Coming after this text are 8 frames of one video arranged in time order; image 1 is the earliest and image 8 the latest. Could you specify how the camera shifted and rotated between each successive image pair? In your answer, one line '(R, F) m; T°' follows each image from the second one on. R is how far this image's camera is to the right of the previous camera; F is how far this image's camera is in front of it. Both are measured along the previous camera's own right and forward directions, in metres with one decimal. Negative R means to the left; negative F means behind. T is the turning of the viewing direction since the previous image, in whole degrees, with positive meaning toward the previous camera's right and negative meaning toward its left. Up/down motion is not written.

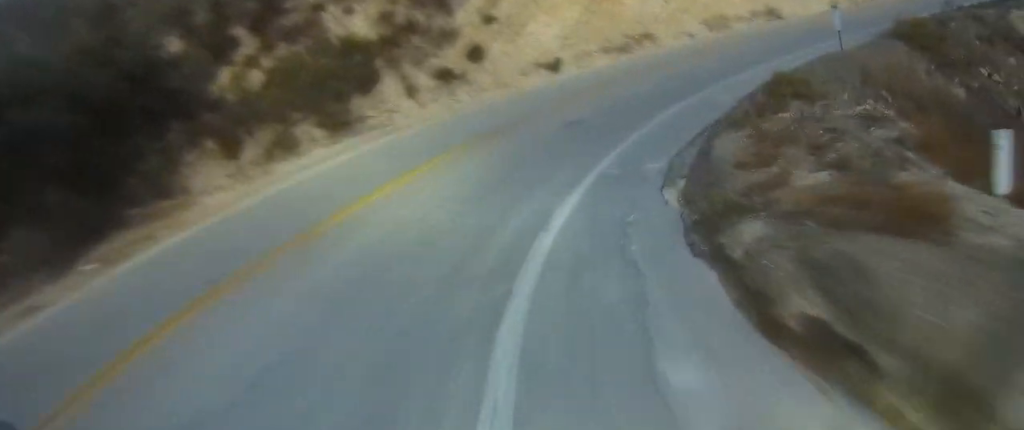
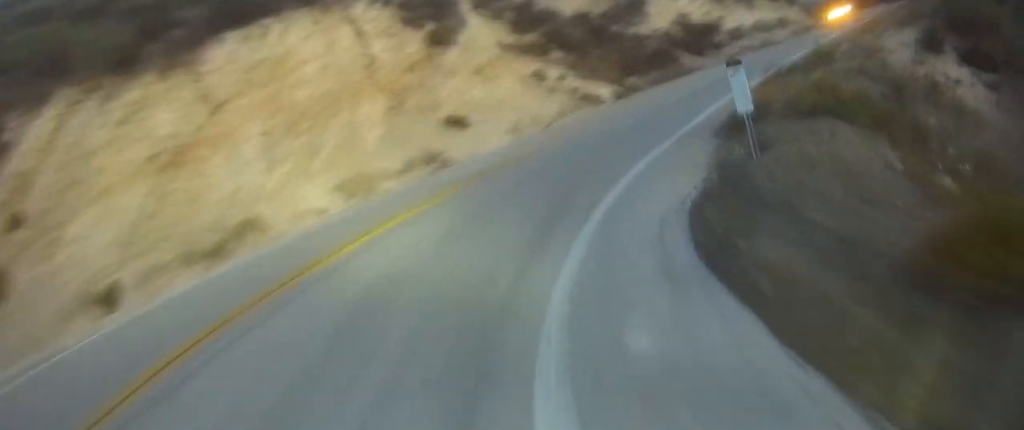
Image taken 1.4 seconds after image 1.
(+3.7, +9.4) m; +42°
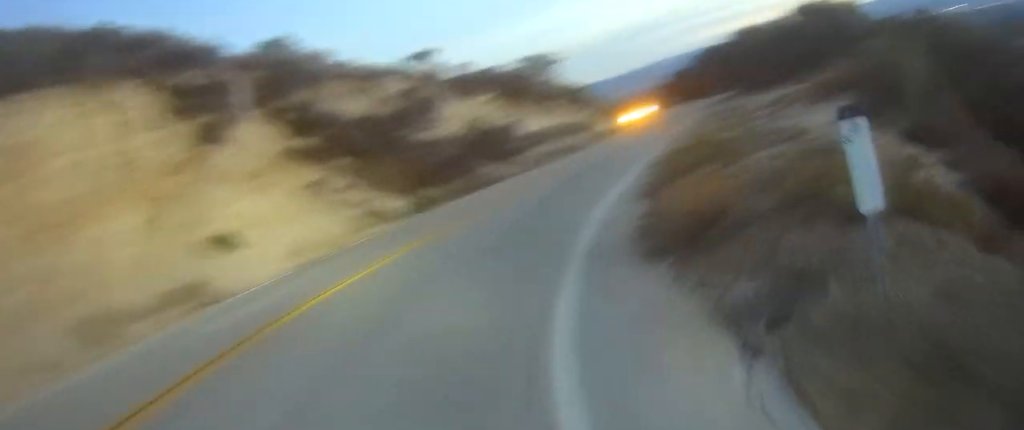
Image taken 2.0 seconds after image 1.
(+0.6, +4.8) m; +8°
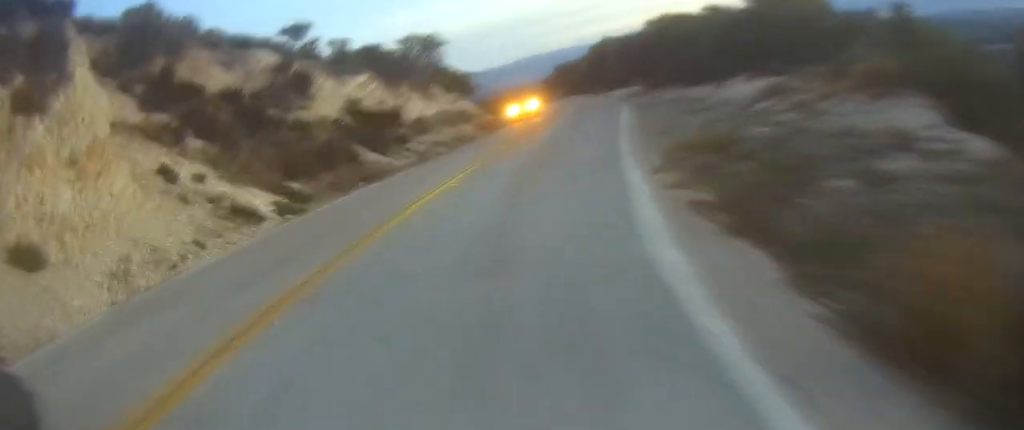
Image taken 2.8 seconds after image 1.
(+0.5, +5.9) m; +8°
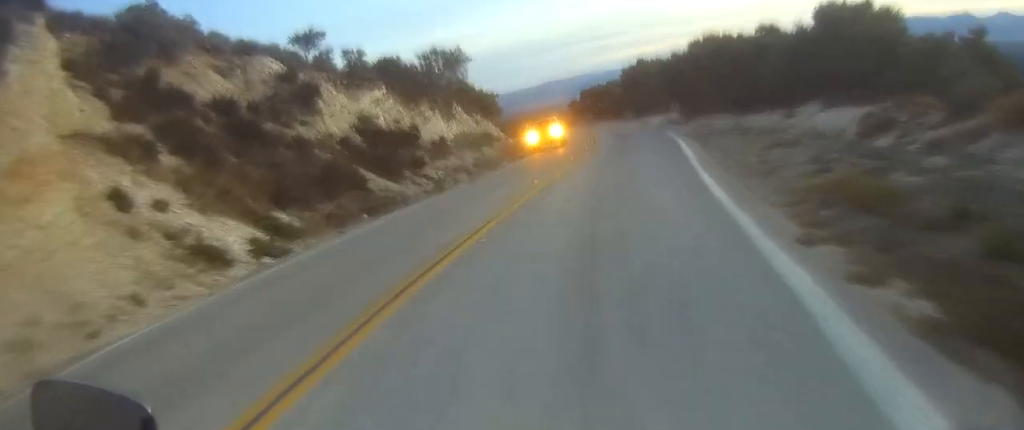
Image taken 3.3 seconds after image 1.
(+0.2, +3.9) m; +4°
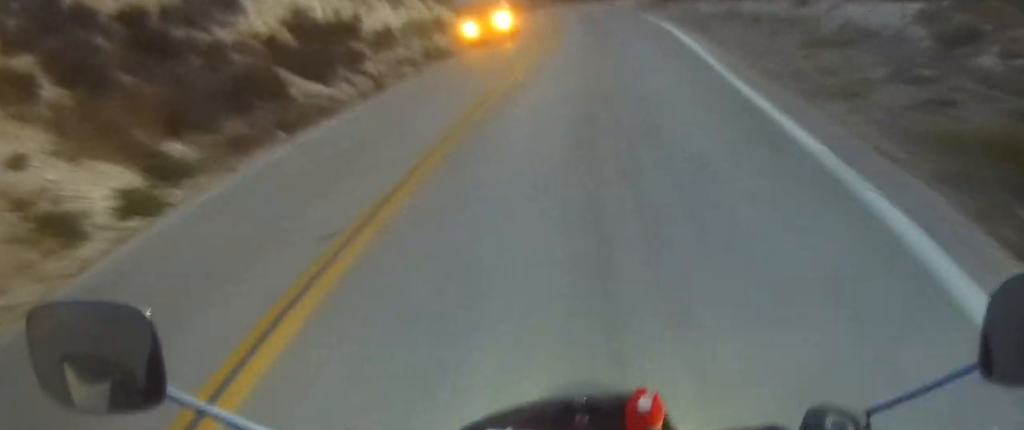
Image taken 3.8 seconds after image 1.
(+0.1, +4.2) m; +9°
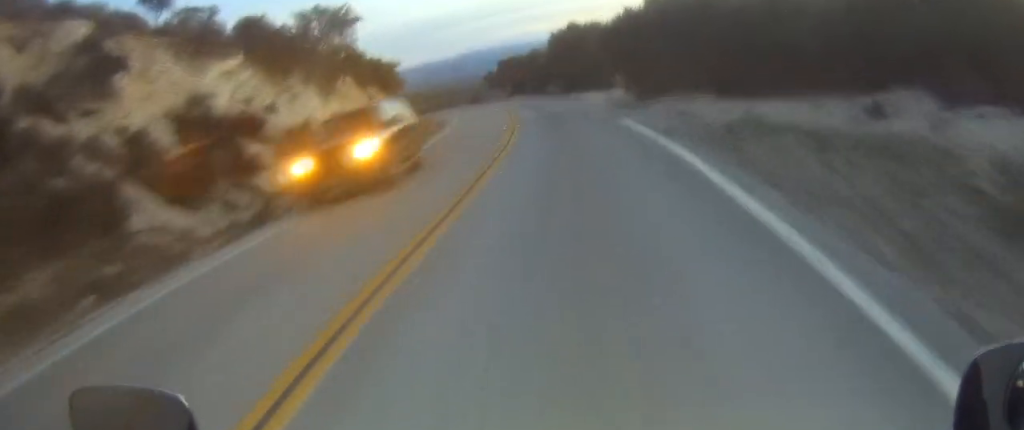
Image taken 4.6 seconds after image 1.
(+0.4, +6.2) m; +14°
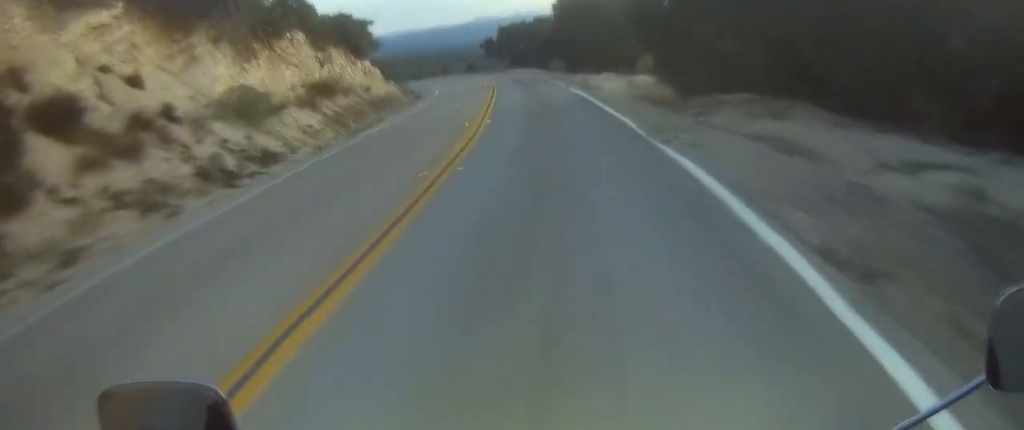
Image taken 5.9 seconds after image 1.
(+2.4, +10.7) m; +11°
